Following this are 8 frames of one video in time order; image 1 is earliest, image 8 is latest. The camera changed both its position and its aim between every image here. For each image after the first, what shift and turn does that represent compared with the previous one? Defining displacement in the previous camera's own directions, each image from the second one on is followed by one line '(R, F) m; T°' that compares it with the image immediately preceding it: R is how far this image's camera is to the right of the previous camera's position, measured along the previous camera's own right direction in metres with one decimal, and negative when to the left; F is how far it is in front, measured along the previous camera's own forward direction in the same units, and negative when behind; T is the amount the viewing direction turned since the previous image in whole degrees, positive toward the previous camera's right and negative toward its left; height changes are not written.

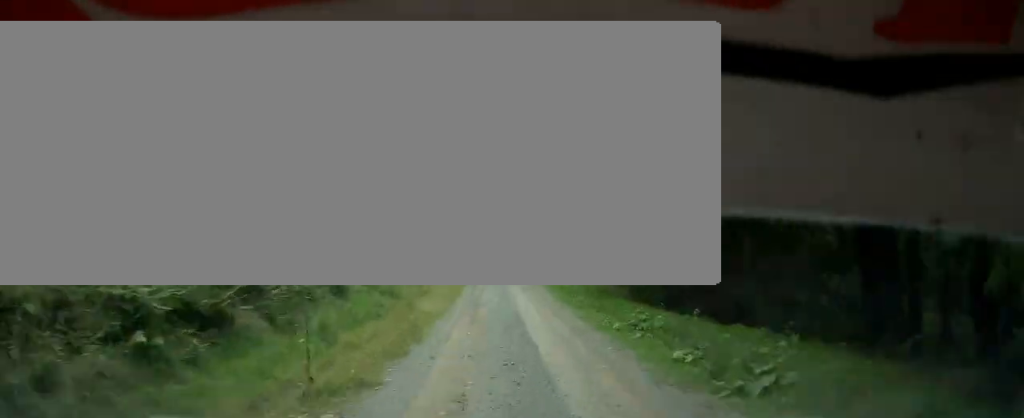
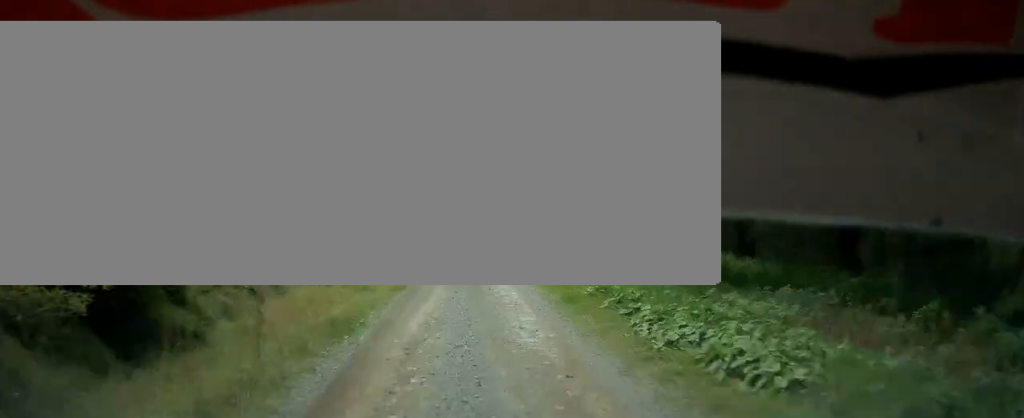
(-0.1, +28.4) m; -2°
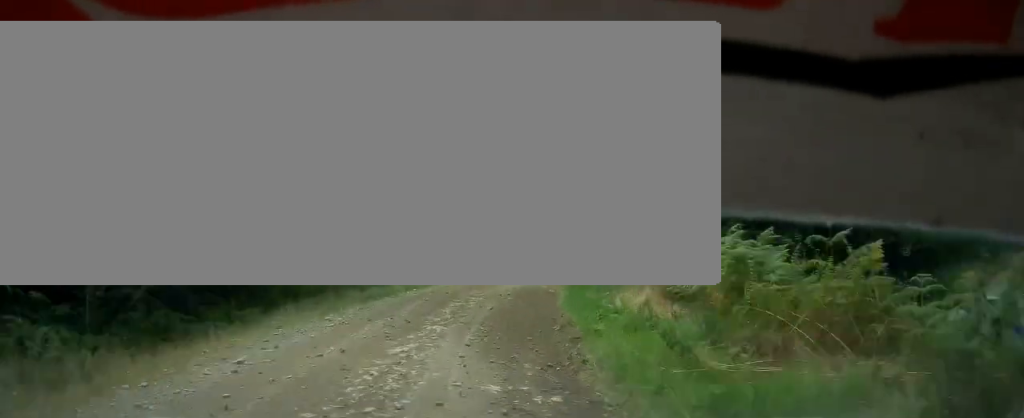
(+0.7, +50.4) m; +12°
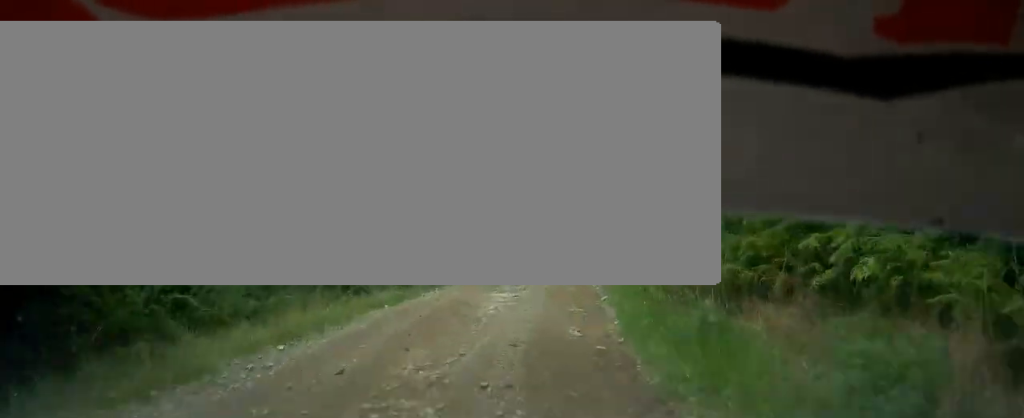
(+1.3, +9.0) m; +5°
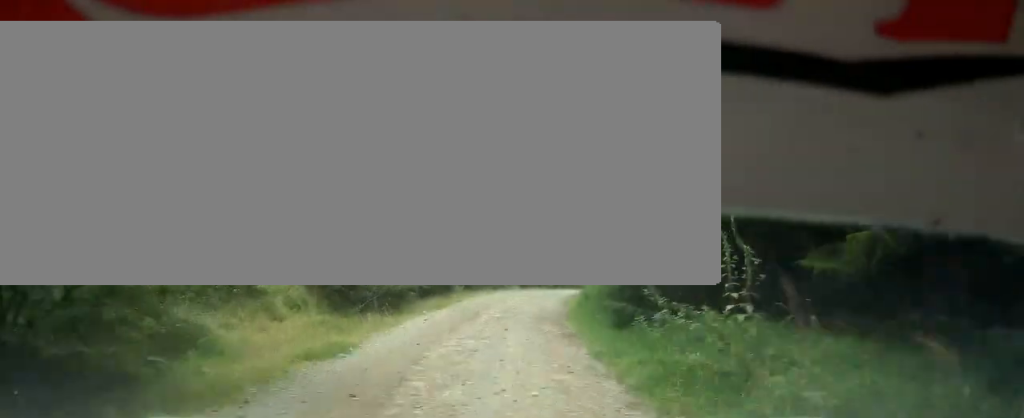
(+4.5, +36.5) m; +14°
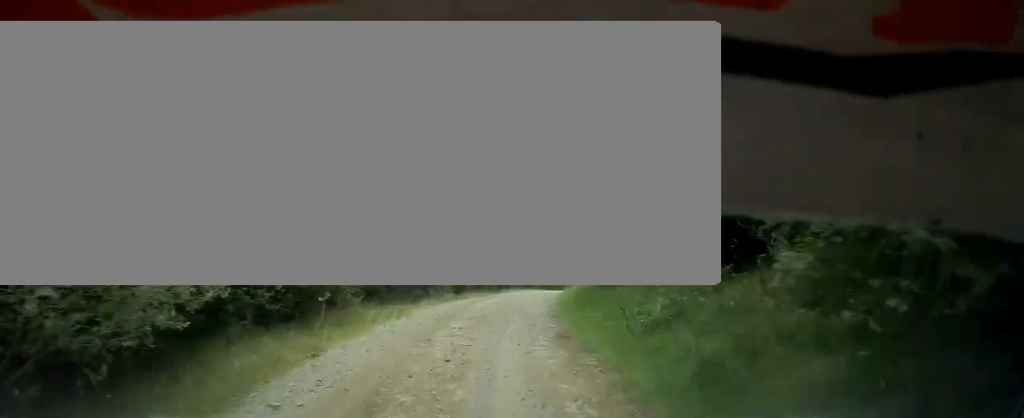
(+0.7, +12.4) m; +5°
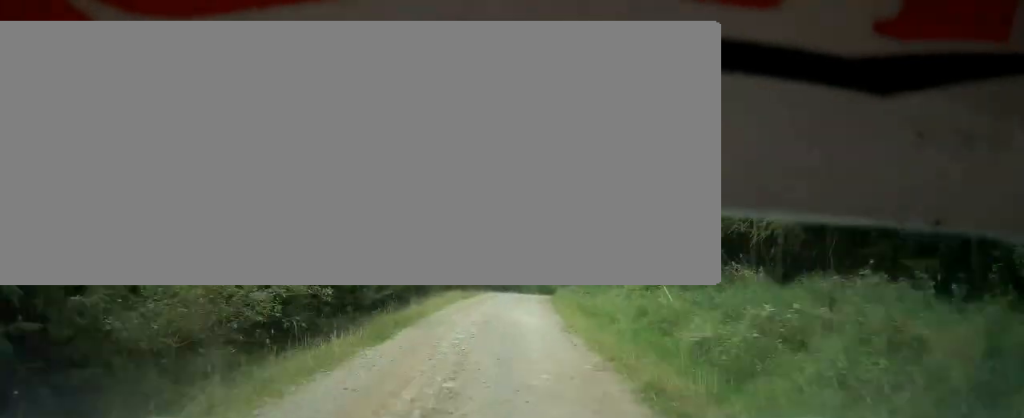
(+1.1, +21.2) m; +10°
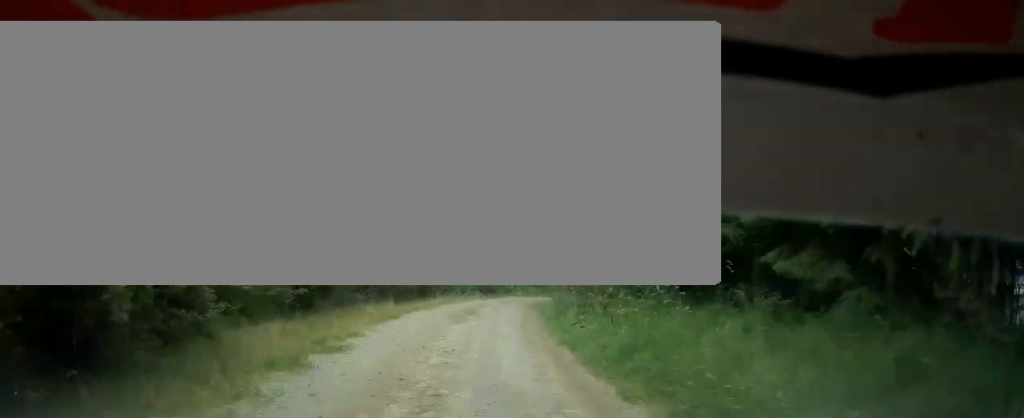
(+2.6, +22.2) m; +13°
